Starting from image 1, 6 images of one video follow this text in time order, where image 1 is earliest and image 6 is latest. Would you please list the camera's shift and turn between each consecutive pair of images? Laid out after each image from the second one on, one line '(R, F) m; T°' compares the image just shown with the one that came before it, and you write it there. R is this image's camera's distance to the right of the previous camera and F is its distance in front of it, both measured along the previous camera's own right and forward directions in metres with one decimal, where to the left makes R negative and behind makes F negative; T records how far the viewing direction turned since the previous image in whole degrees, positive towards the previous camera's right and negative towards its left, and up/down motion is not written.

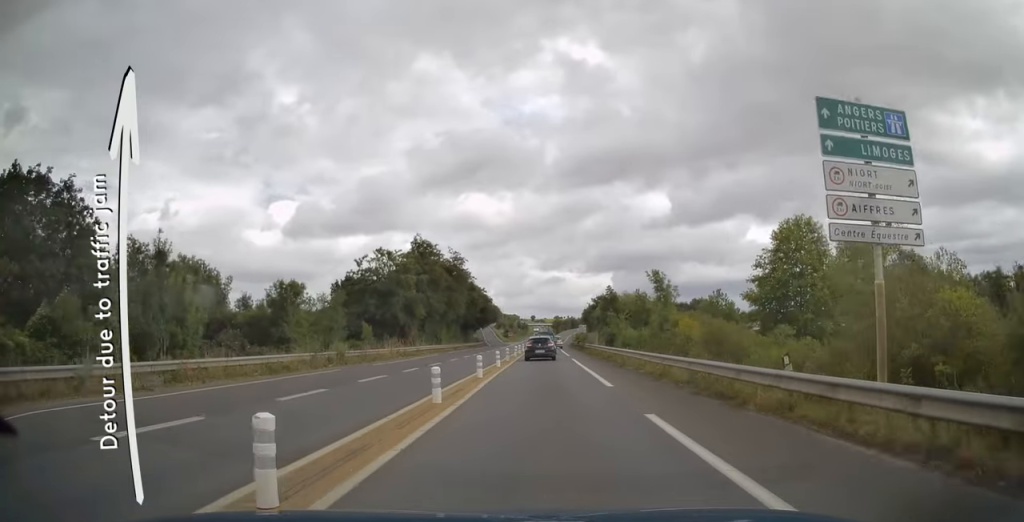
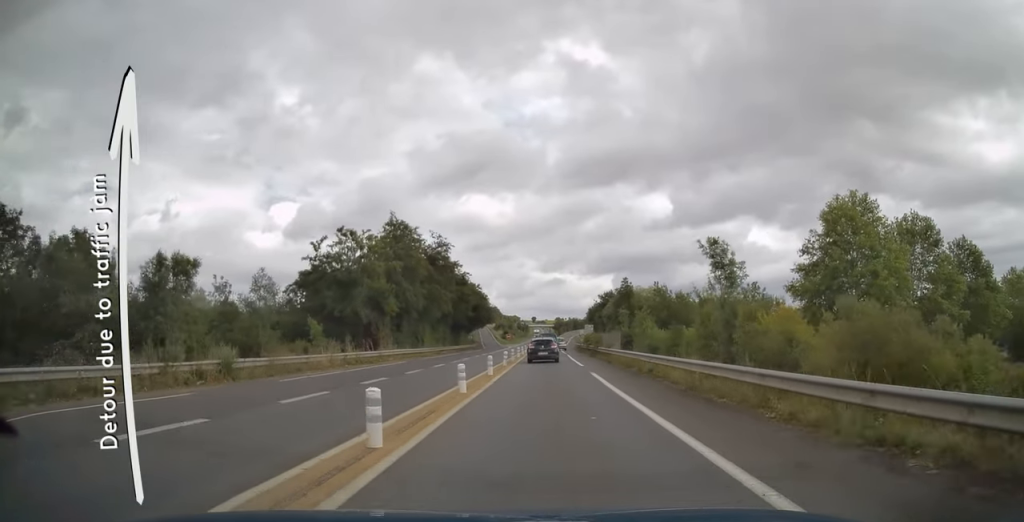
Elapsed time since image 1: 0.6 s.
(0.0, +13.0) m; 0°
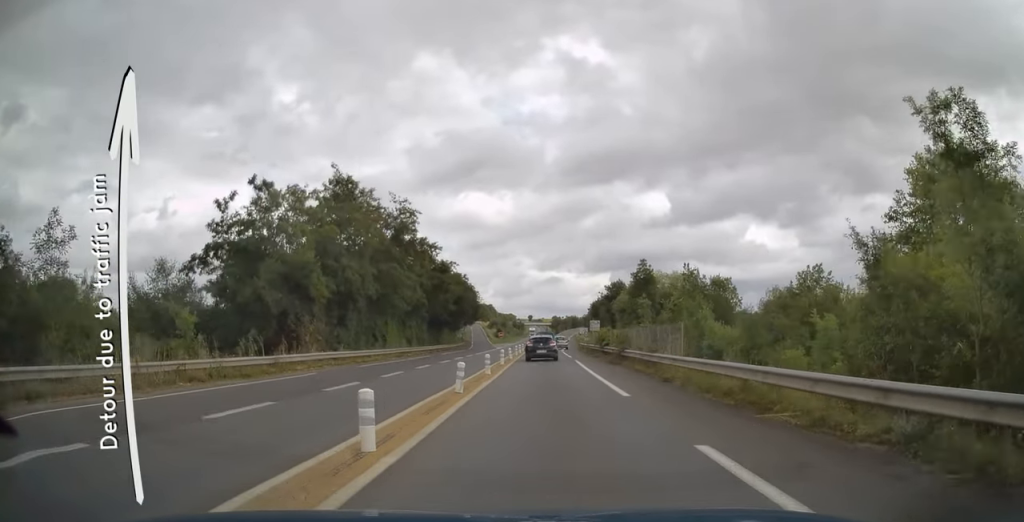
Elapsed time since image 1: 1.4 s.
(+0.2, +16.4) m; 0°
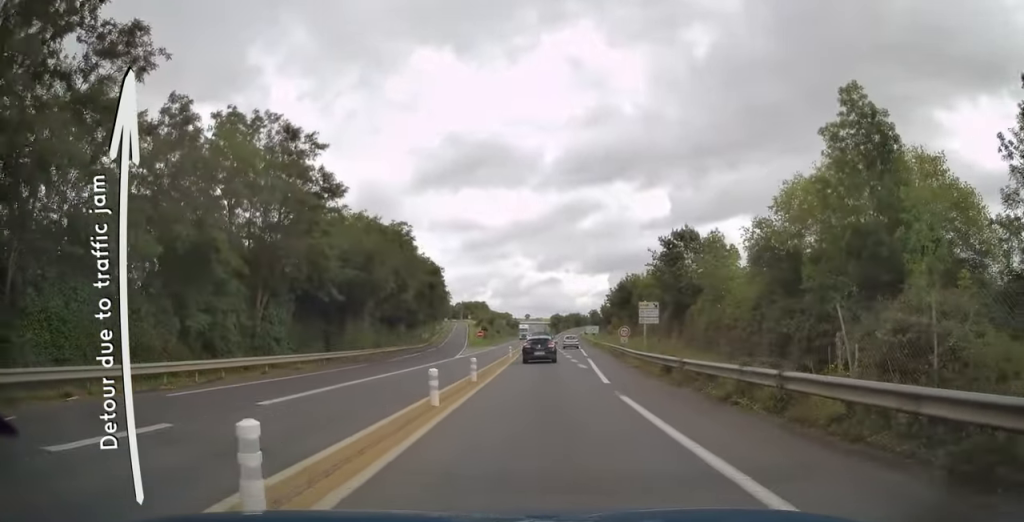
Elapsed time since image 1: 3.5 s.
(+0.2, +43.0) m; 0°
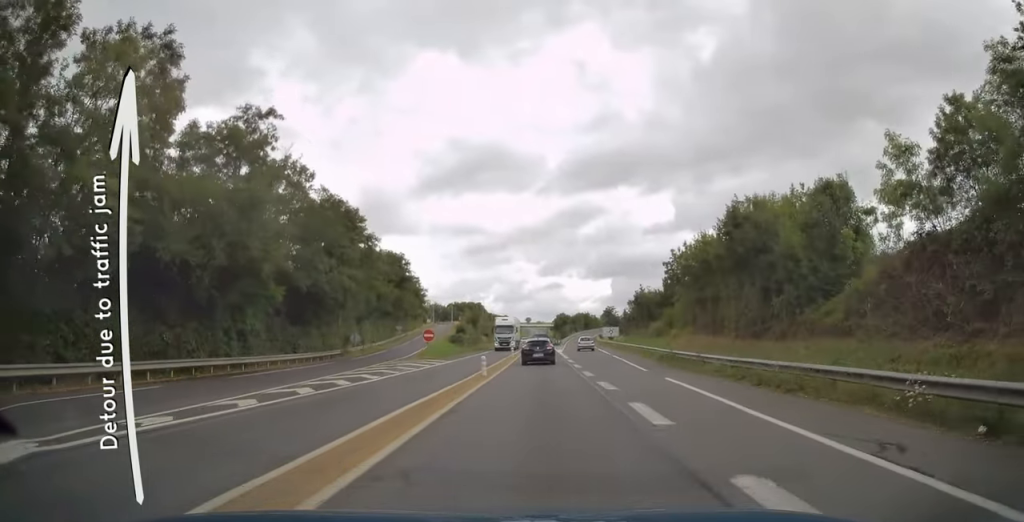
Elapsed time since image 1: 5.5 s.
(-0.4, +43.6) m; 0°
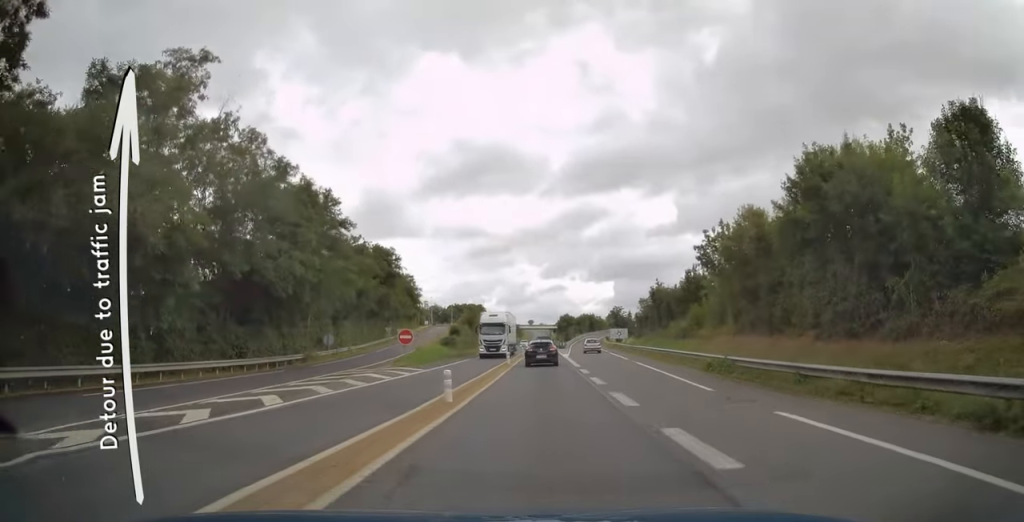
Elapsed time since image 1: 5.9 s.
(0.0, +9.7) m; 0°
